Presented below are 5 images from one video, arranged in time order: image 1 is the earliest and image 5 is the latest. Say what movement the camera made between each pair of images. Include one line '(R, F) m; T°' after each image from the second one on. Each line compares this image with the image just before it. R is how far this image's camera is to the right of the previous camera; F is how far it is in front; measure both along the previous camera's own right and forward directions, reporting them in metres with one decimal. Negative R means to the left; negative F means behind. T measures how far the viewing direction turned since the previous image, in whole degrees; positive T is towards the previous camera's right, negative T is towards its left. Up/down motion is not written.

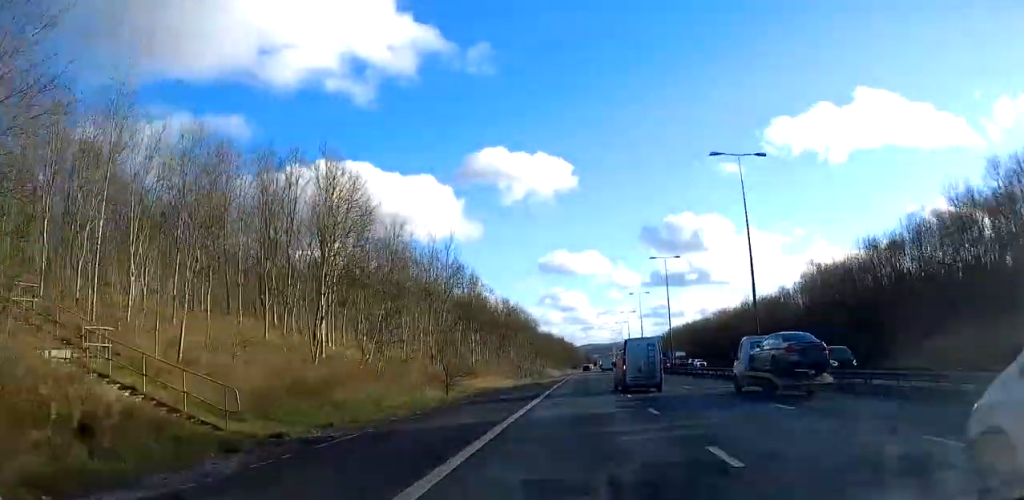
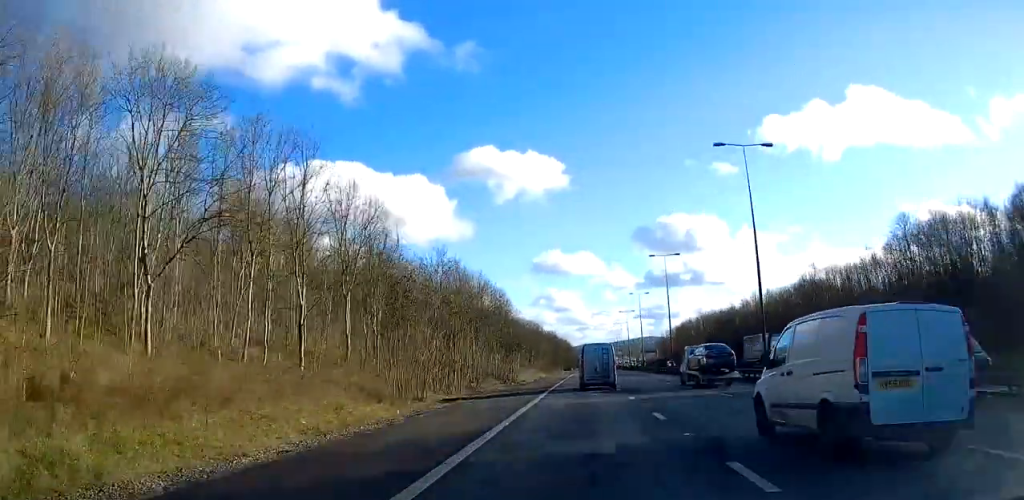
(+0.1, +46.8) m; 0°
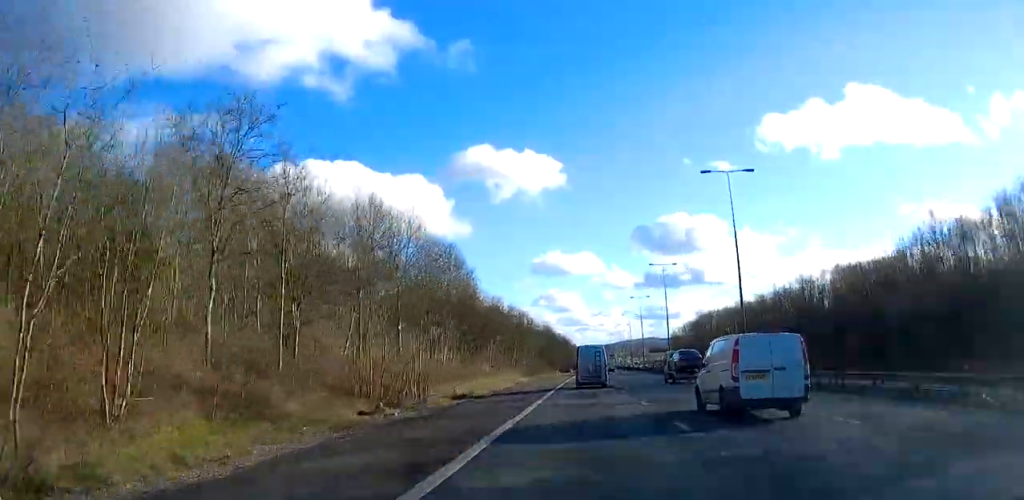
(+0.1, +38.0) m; 0°
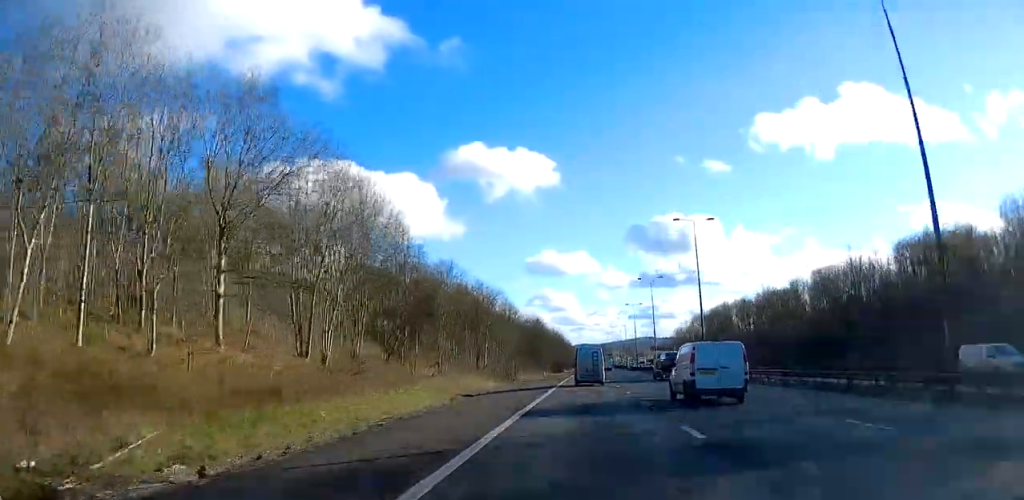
(-0.1, +28.2) m; 0°
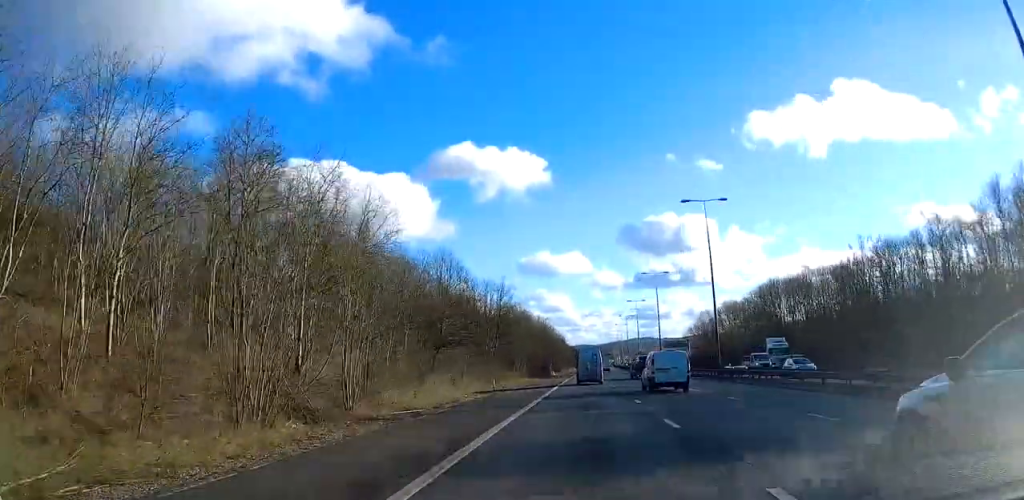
(+0.3, +51.3) m; +1°
